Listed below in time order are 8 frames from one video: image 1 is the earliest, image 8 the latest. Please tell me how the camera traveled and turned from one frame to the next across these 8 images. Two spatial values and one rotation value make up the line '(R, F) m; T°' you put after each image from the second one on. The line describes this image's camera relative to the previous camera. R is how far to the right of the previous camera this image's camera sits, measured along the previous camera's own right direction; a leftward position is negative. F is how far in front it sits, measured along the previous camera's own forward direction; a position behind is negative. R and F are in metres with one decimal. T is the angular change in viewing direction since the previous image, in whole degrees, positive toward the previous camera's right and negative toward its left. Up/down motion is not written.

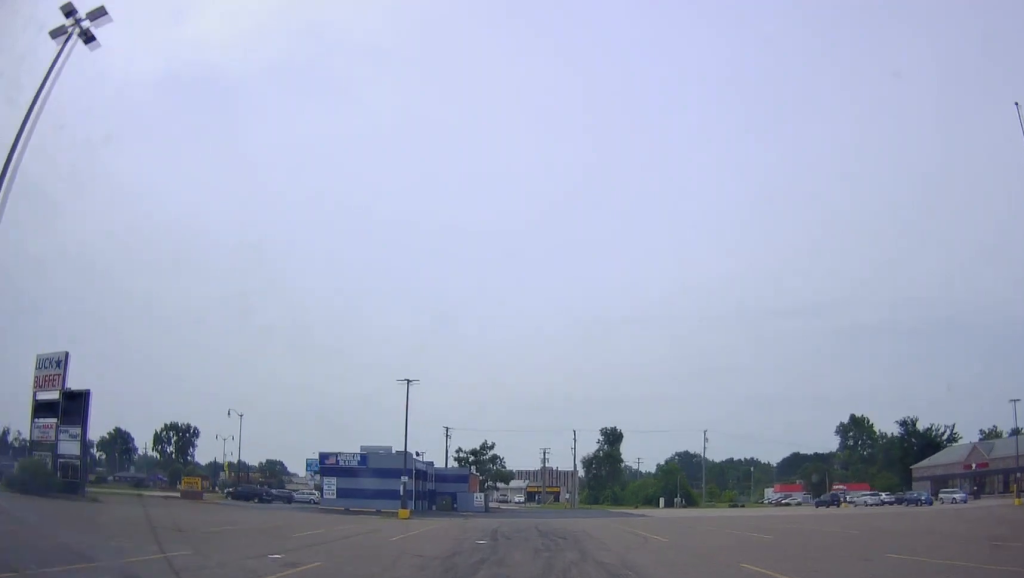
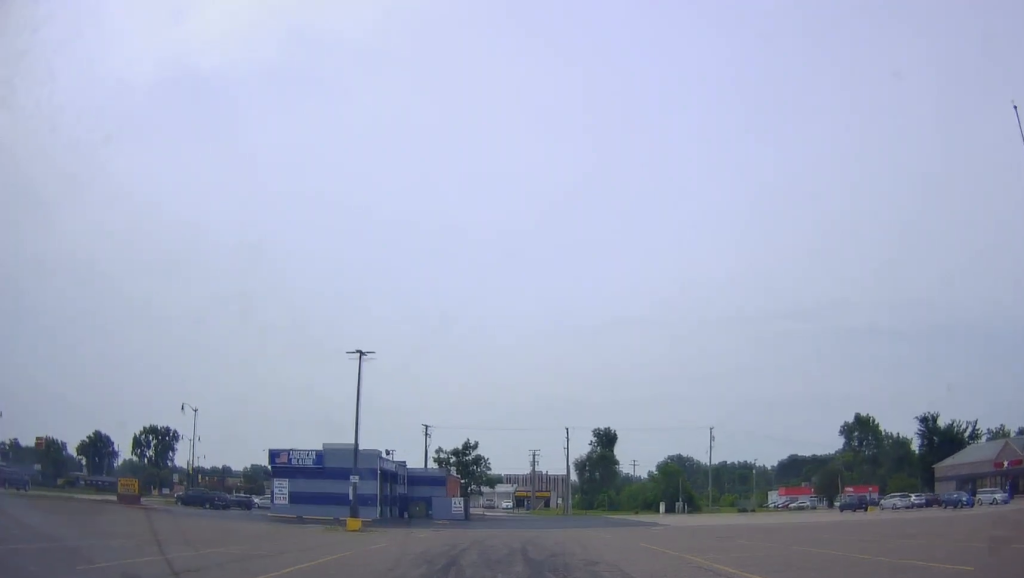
(+0.3, +8.7) m; +2°
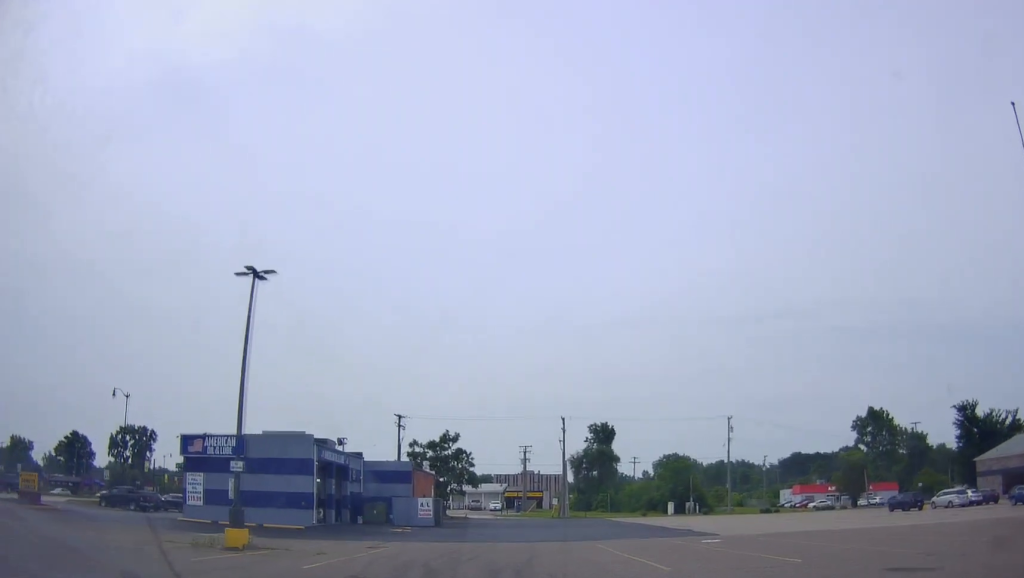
(0.0, +12.5) m; 0°
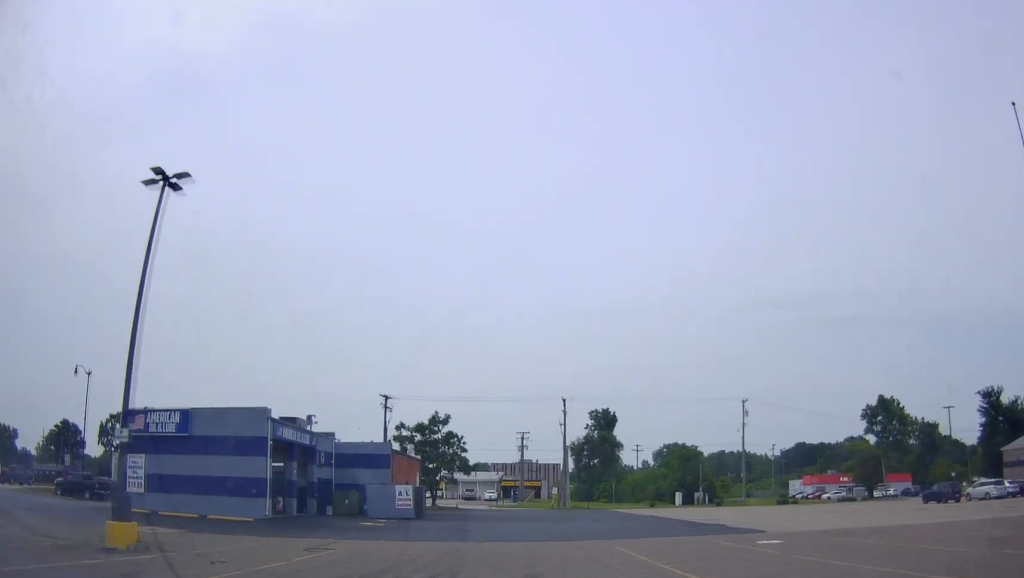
(0.0, +7.0) m; 0°
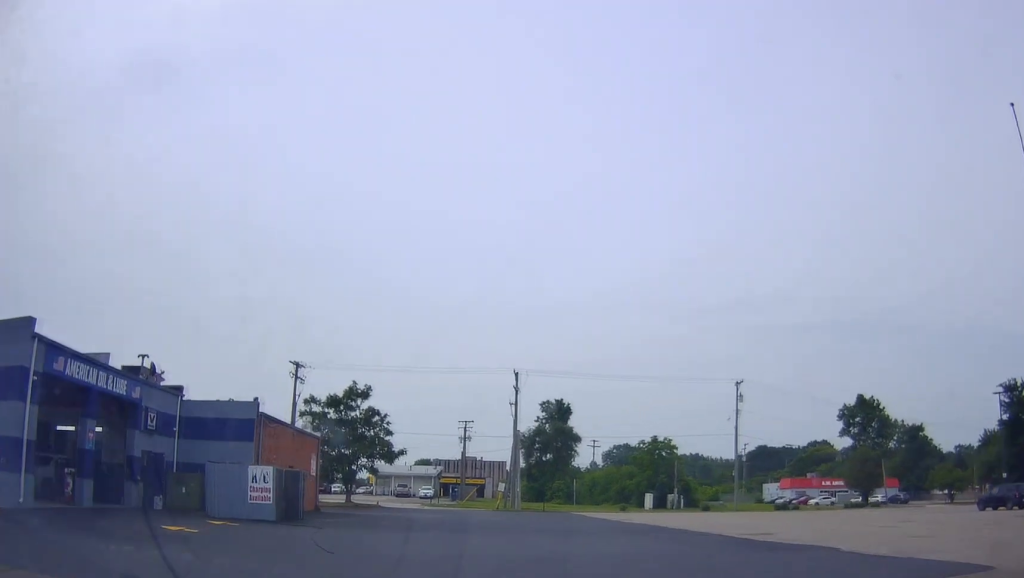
(0.0, +17.1) m; 0°
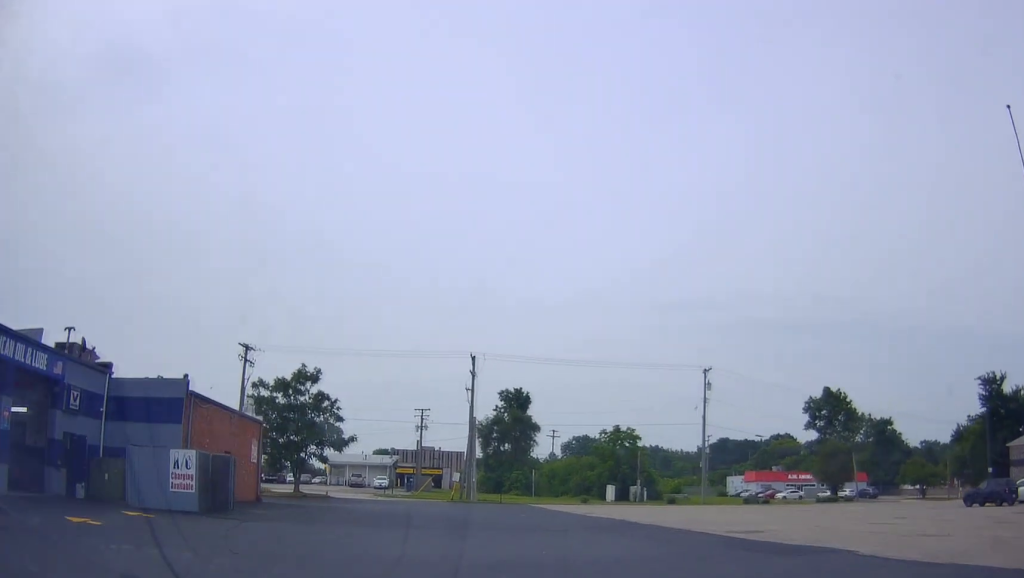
(0.0, +3.8) m; 0°
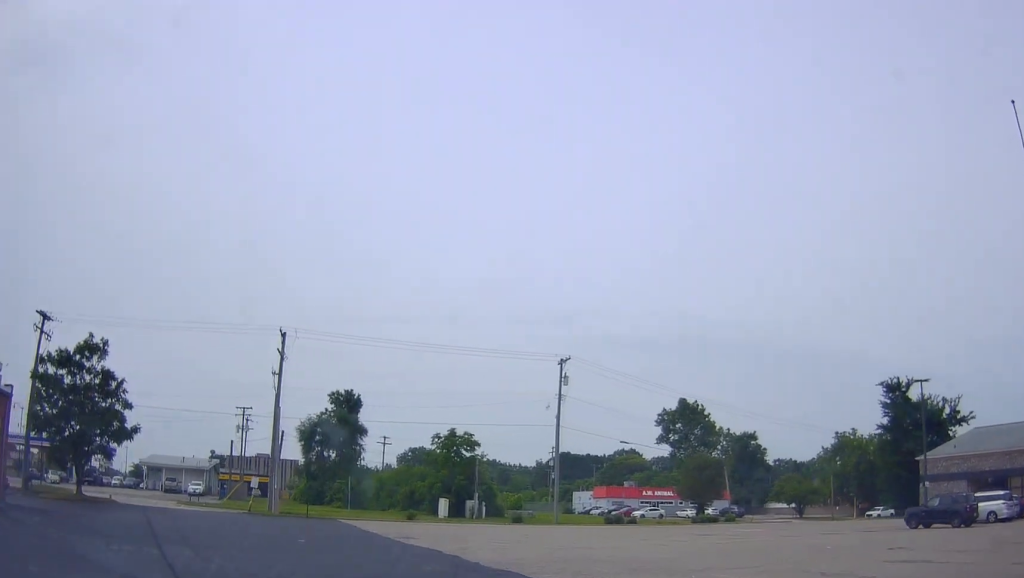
(+0.4, +12.6) m; +8°
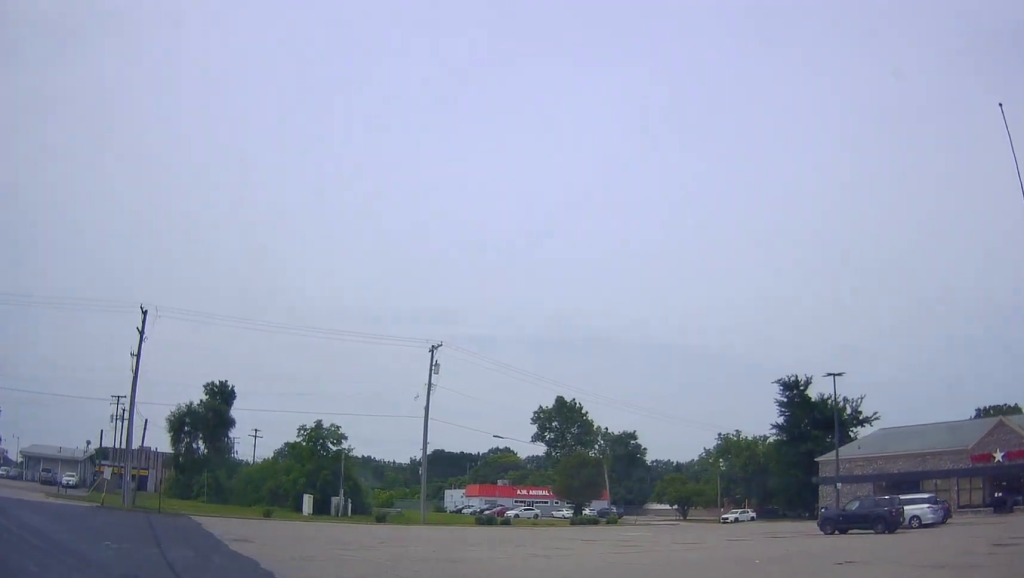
(+0.1, +4.7) m; +7°
